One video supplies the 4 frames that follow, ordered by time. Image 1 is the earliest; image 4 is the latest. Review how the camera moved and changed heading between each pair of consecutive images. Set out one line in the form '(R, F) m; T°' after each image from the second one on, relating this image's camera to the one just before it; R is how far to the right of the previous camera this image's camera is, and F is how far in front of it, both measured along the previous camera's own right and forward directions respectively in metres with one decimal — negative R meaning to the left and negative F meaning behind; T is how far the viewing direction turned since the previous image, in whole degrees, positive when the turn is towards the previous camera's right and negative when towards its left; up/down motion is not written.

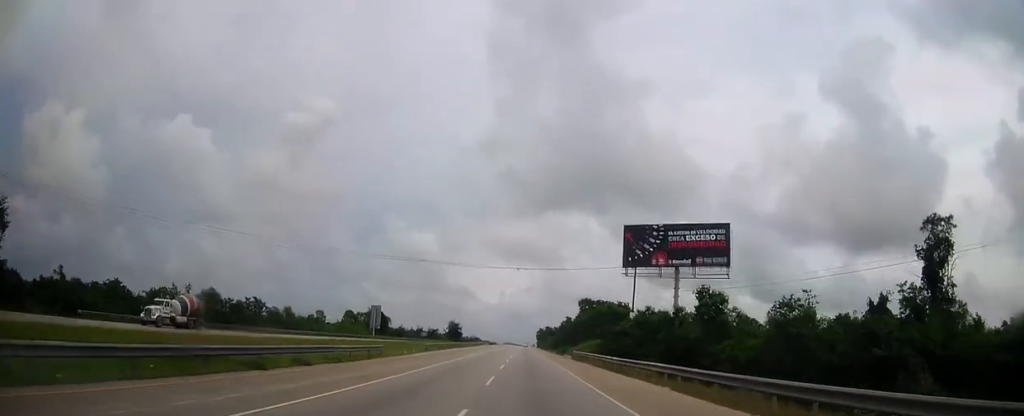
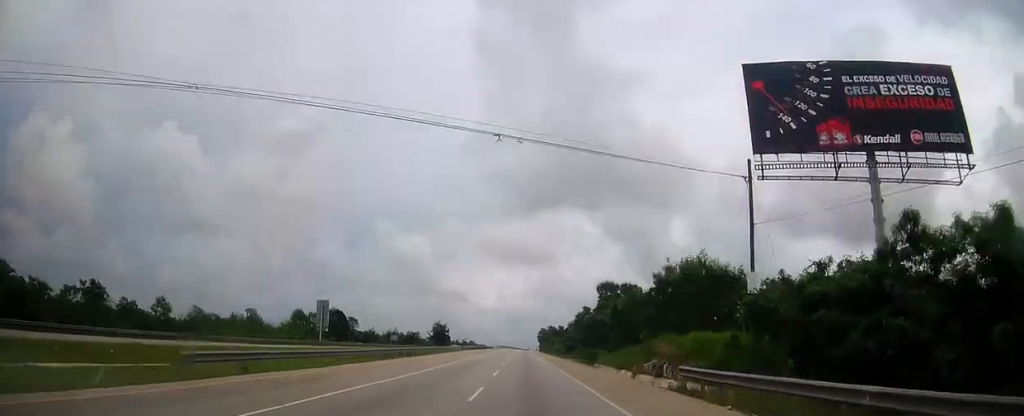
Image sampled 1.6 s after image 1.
(-0.2, +41.4) m; 0°
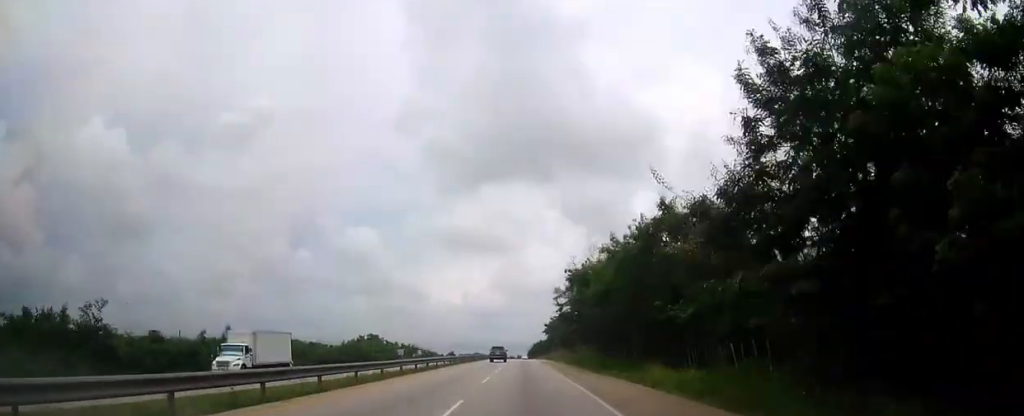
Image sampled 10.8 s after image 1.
(+2.8, +230.9) m; +2°
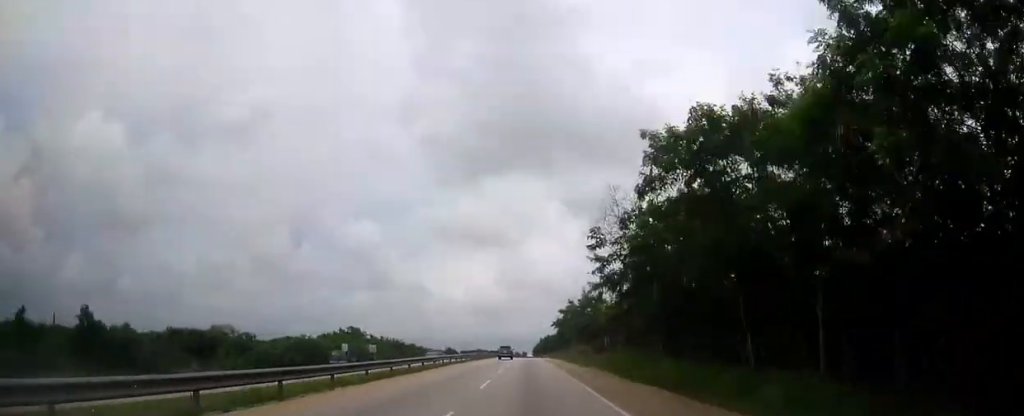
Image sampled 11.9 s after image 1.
(+0.1, +26.2) m; 0°
